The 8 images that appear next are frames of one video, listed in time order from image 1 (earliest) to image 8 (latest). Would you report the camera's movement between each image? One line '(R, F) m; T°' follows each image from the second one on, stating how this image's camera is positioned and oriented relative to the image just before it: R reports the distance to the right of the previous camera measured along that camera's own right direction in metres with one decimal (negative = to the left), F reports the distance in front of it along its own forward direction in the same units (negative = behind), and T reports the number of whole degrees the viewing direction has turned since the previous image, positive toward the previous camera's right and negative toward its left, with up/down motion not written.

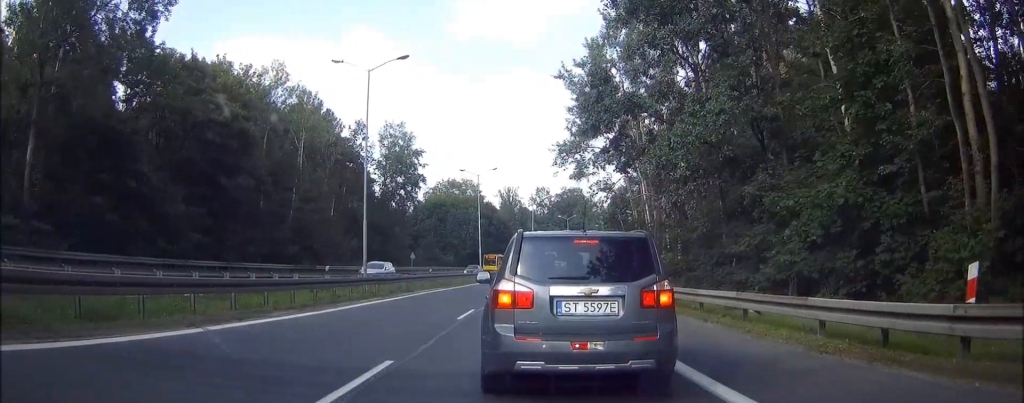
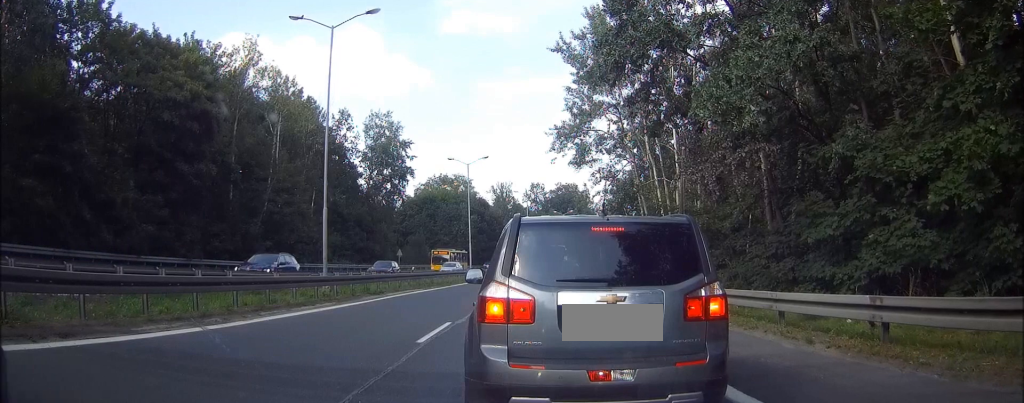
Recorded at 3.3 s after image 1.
(-0.1, +4.9) m; -1°
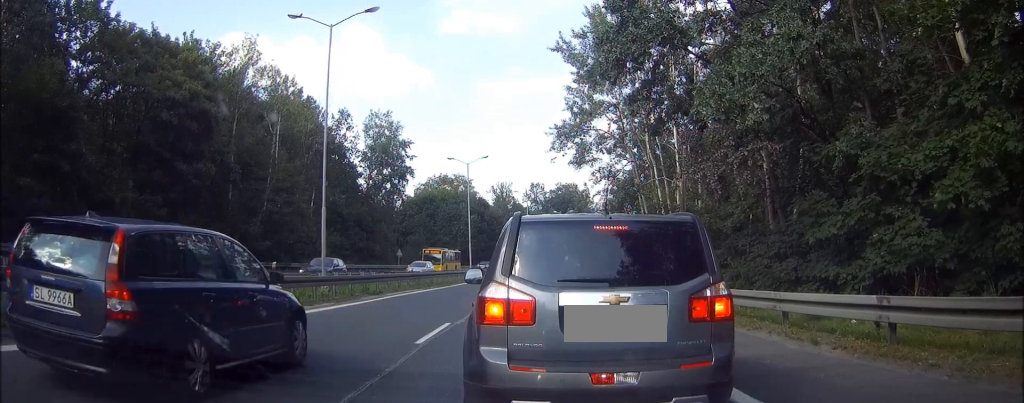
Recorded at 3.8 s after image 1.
(0.0, -0.1) m; 0°
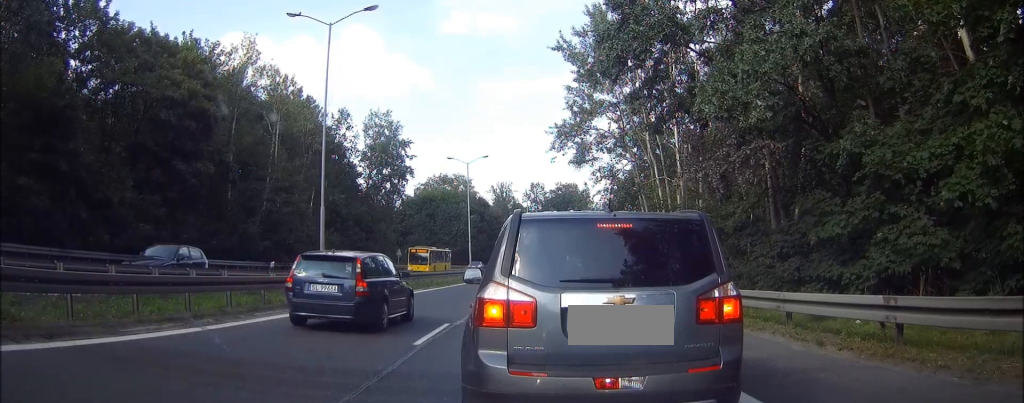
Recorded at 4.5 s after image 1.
(-0.1, 0.0) m; 0°
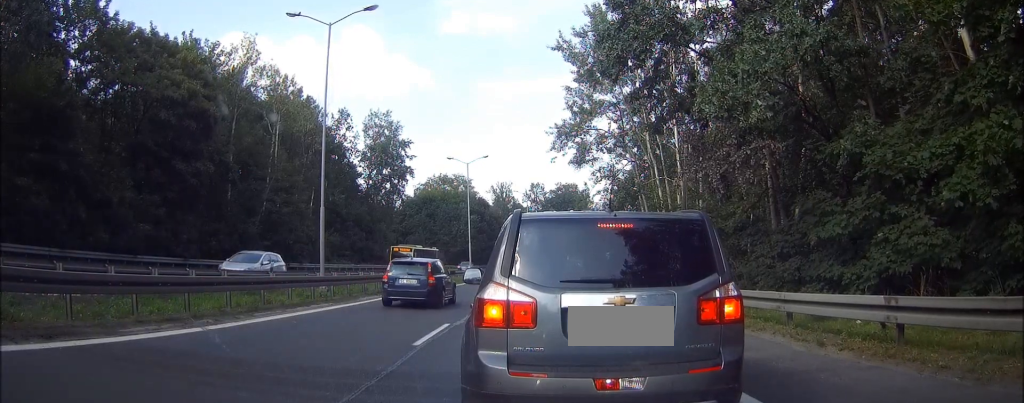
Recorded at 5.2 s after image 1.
(-0.1, 0.0) m; 0°
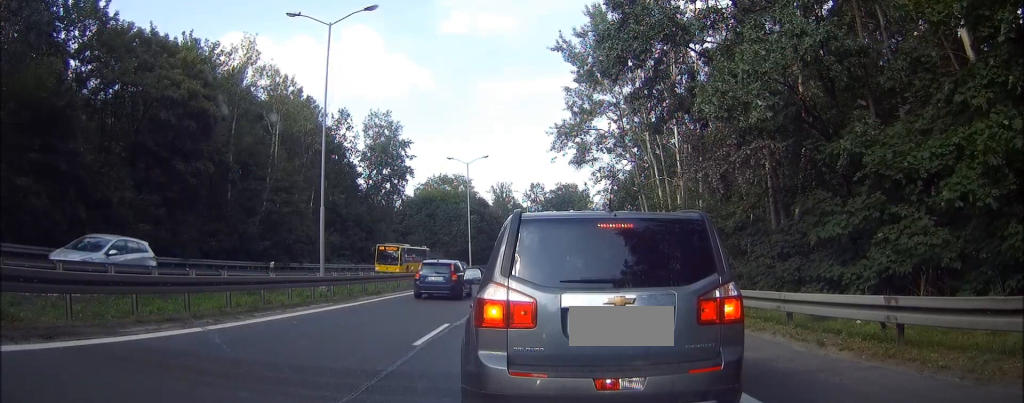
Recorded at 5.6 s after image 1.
(0.0, 0.0) m; 0°
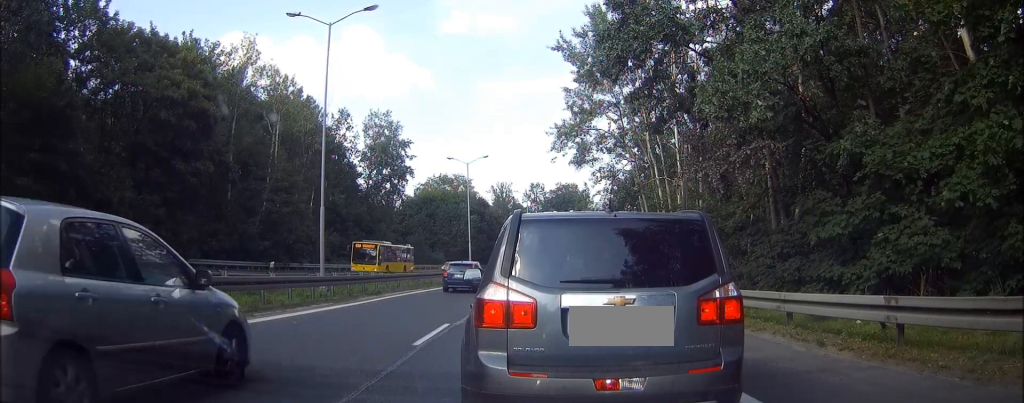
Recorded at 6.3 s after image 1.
(0.0, 0.0) m; 0°
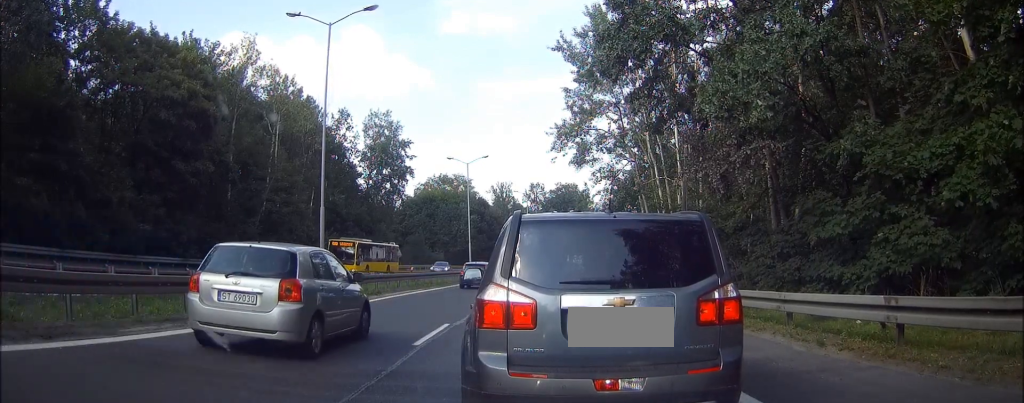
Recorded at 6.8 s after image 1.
(0.0, 0.0) m; 0°
